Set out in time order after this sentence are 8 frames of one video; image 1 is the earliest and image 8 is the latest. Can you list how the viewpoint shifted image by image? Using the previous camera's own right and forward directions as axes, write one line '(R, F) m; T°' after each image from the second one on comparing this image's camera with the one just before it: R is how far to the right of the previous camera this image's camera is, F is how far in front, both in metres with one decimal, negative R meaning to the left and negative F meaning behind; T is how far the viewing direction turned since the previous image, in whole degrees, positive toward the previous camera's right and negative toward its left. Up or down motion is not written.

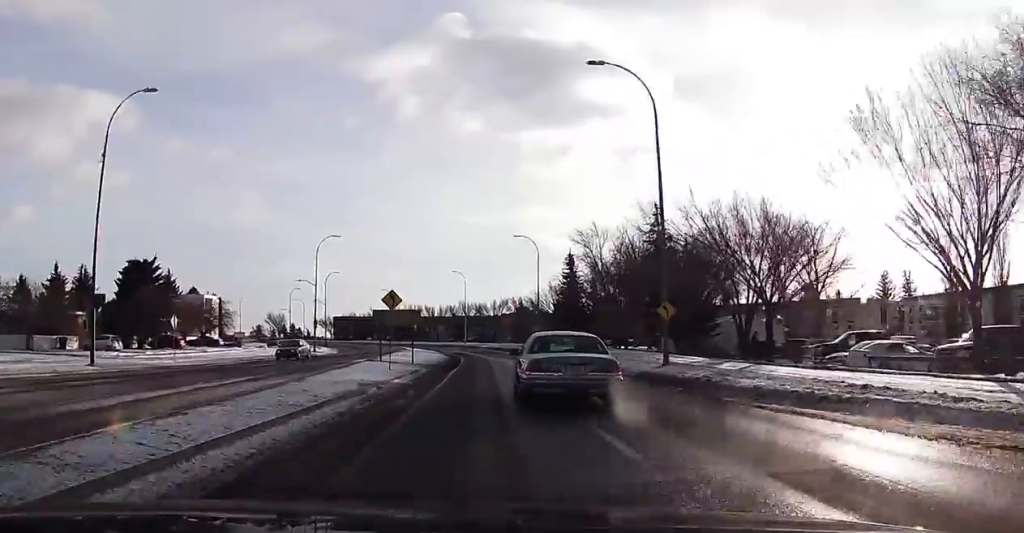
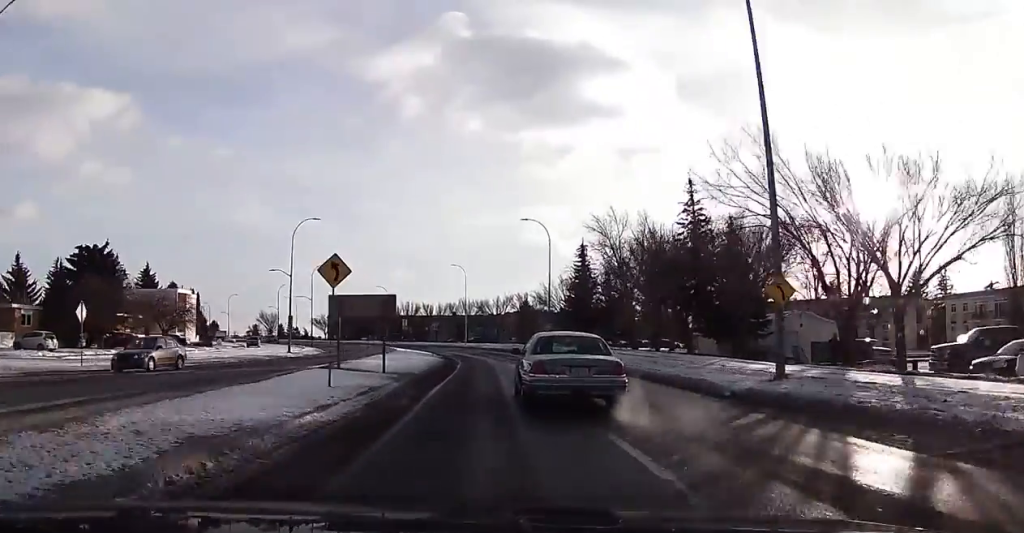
(0.0, +10.6) m; 0°
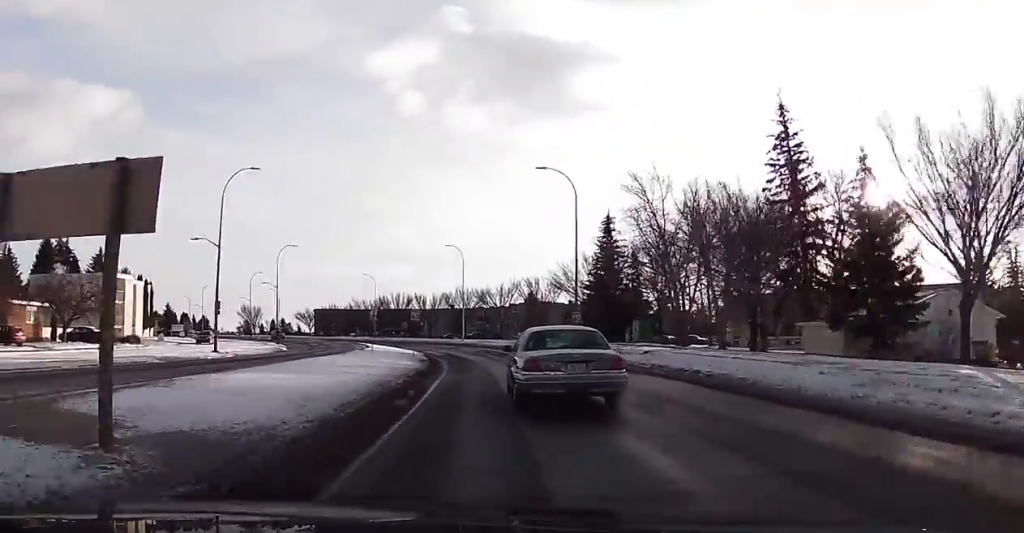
(0.0, +18.1) m; 0°
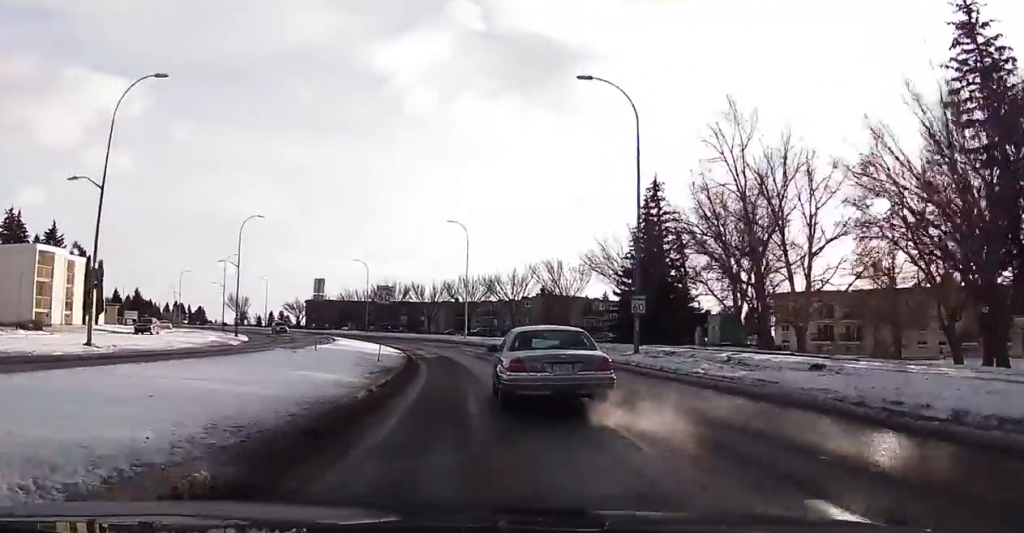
(0.0, +16.9) m; -2°
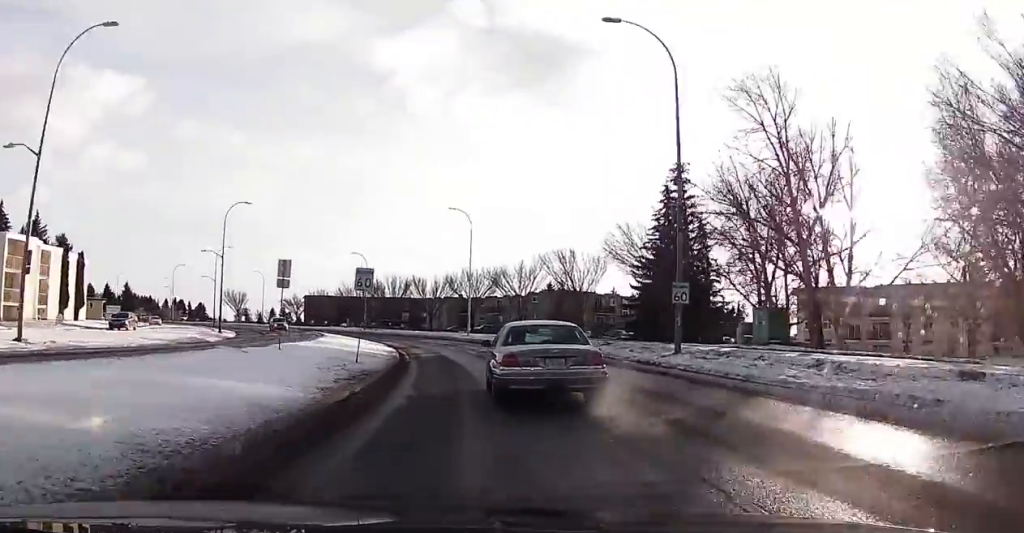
(-0.1, +5.8) m; -1°
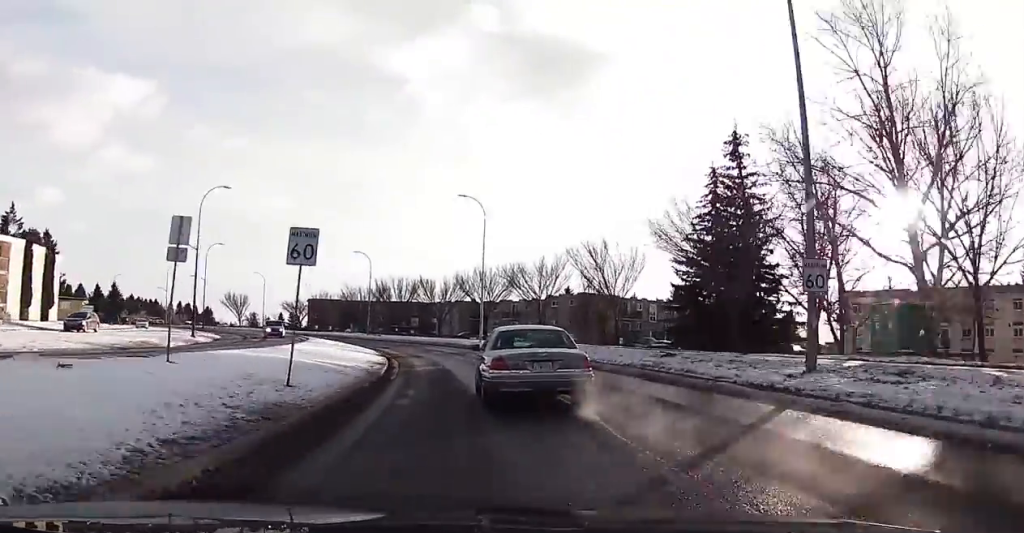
(-0.1, +9.3) m; -2°
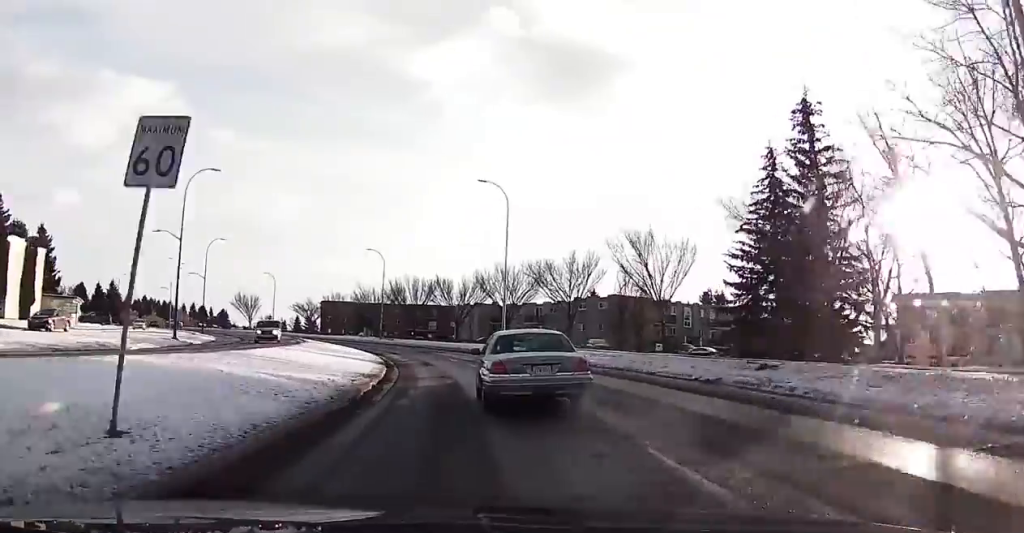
(-0.1, +7.4) m; -1°
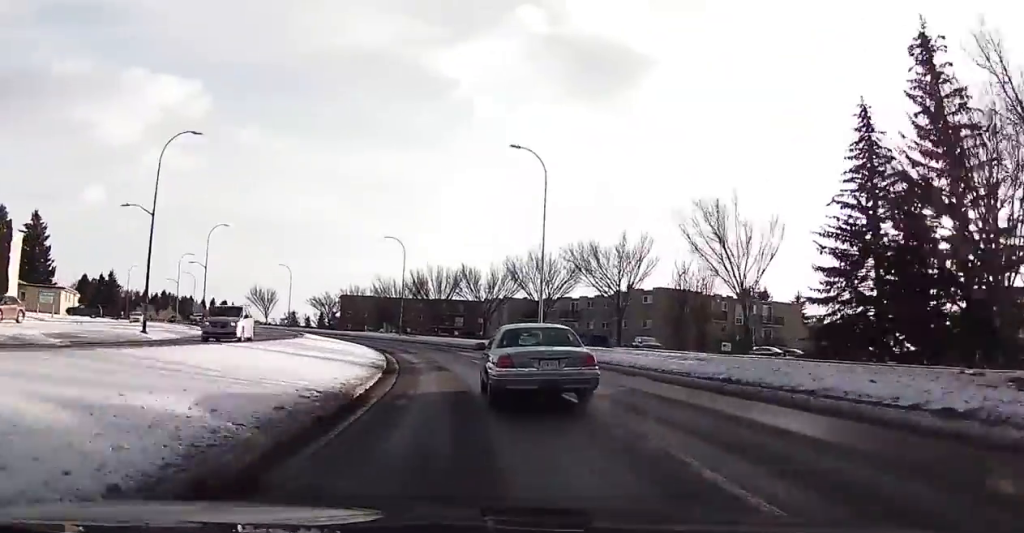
(-0.1, +8.4) m; -1°
